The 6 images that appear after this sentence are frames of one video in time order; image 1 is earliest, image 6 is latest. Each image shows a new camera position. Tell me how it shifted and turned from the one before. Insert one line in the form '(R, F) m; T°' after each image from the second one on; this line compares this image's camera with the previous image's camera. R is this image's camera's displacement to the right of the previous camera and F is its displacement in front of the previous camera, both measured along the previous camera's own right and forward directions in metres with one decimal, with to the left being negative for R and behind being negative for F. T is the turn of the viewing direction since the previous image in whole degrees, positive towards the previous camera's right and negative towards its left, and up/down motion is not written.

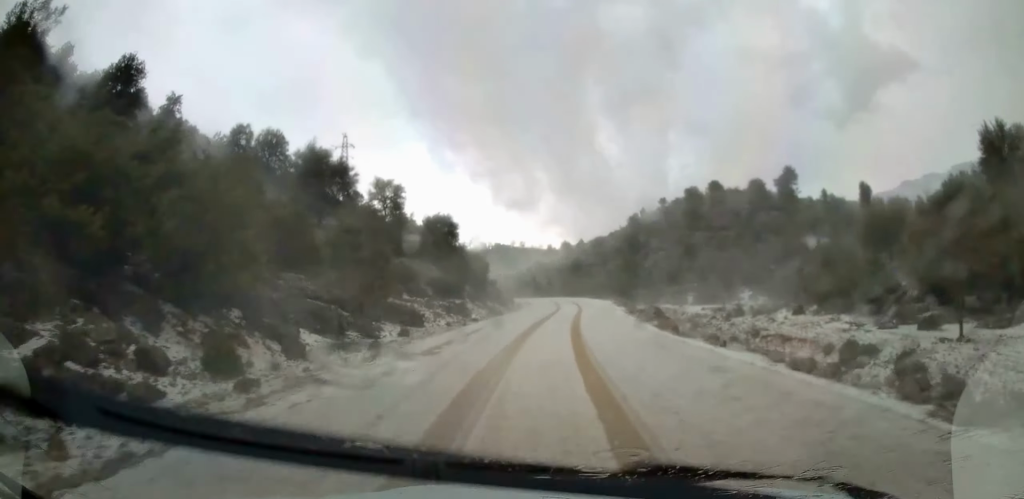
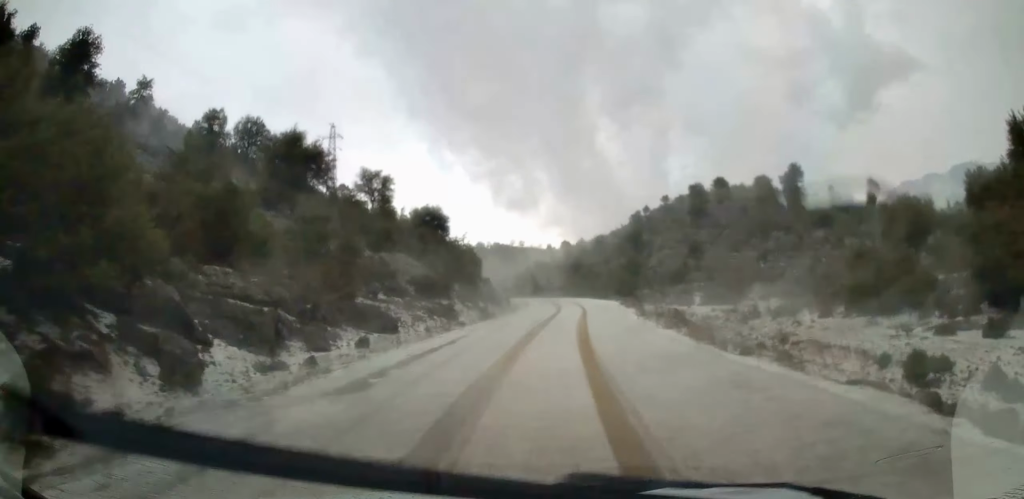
(0.0, +6.1) m; 0°
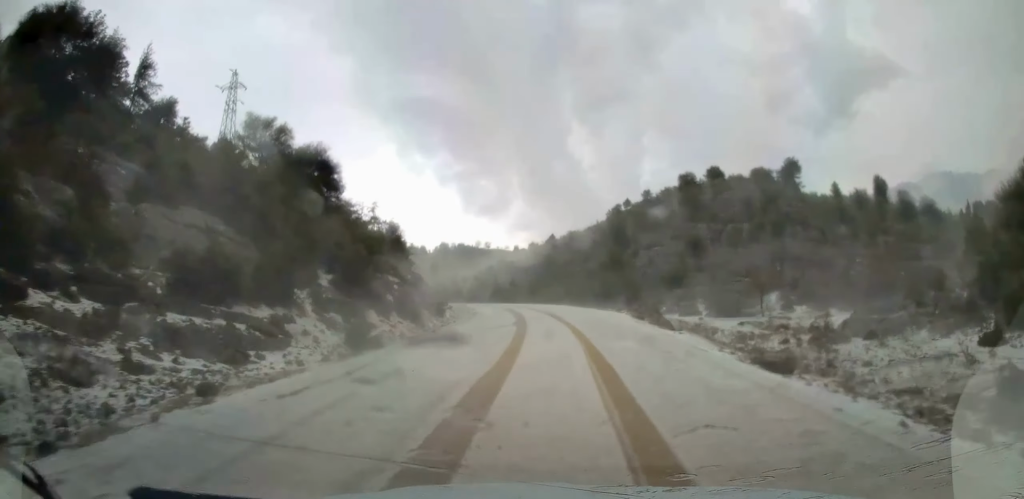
(+0.5, +25.5) m; +2°
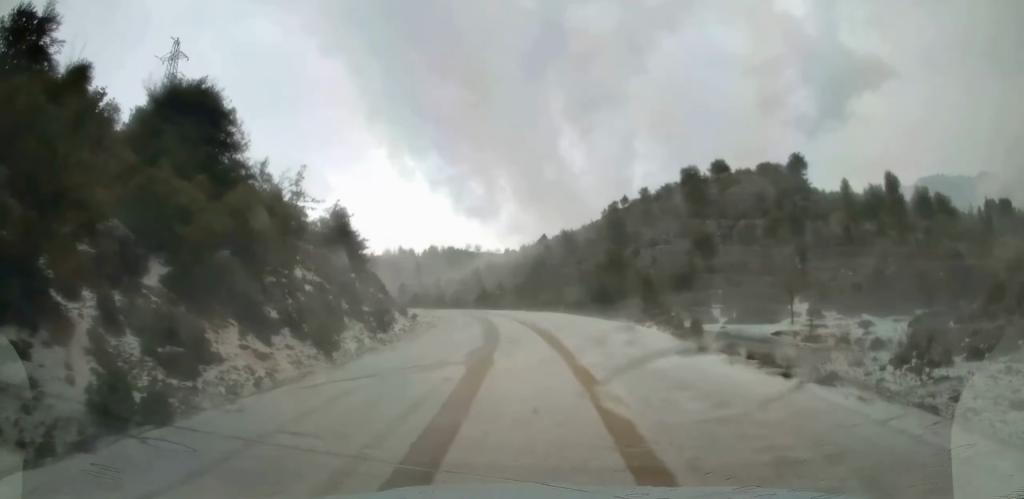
(0.0, +12.5) m; +1°
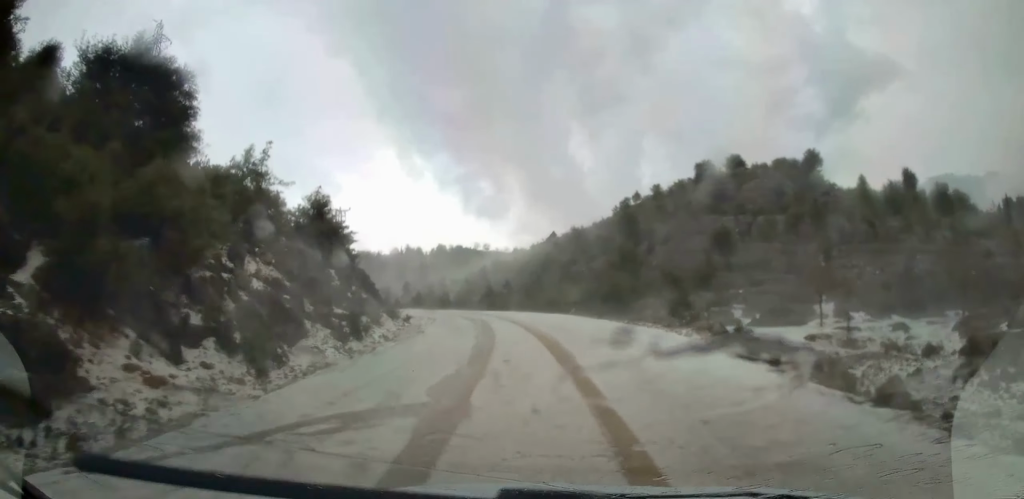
(+0.1, +5.3) m; -1°
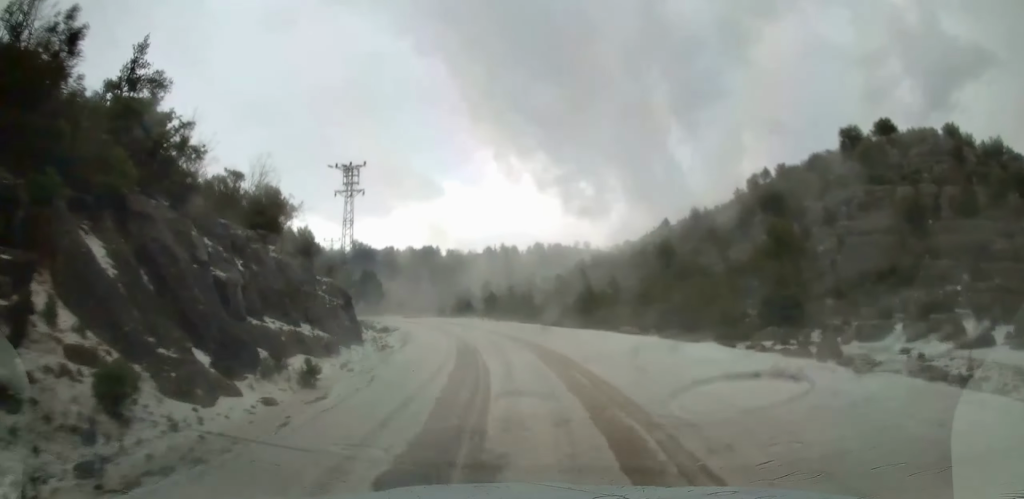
(-1.7, +28.4) m; -10°
